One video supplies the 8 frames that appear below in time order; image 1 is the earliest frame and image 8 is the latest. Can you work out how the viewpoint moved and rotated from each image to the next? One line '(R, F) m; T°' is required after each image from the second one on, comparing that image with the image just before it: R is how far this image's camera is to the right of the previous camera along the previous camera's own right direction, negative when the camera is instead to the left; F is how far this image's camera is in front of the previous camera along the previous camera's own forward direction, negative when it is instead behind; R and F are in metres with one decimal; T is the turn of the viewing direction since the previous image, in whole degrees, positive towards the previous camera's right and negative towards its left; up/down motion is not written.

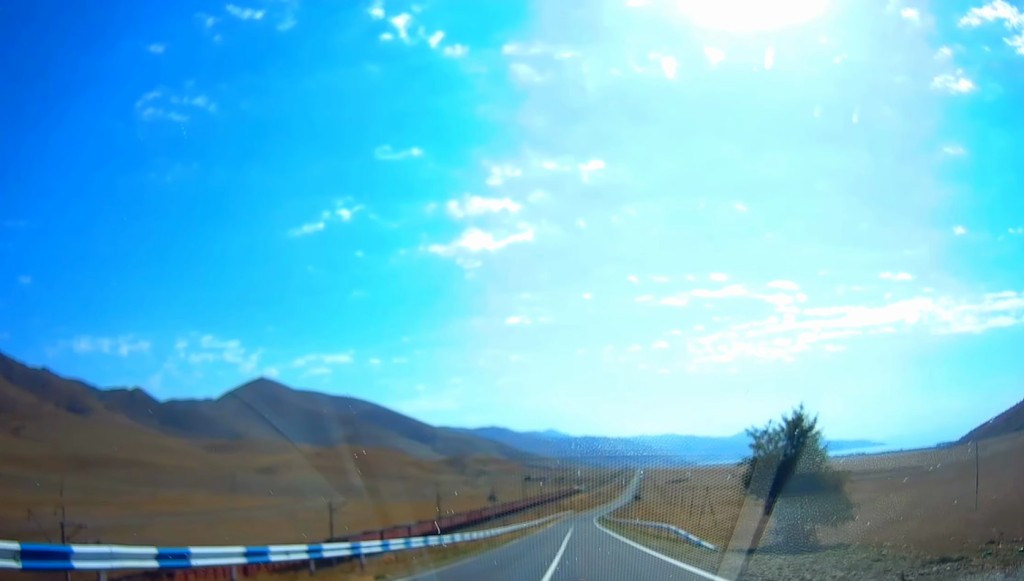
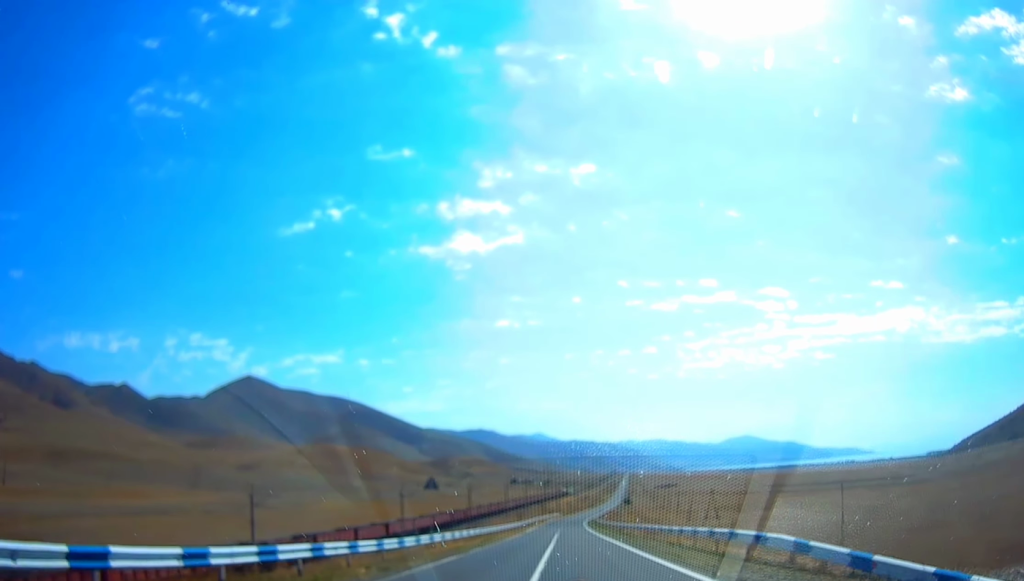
(+0.3, +19.1) m; +1°
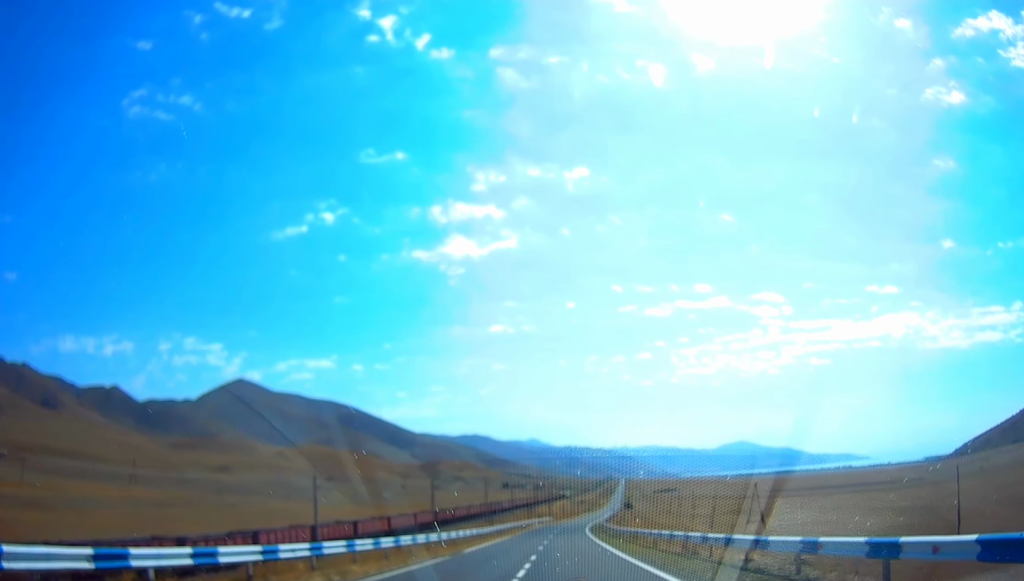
(+0.5, +37.3) m; +2°
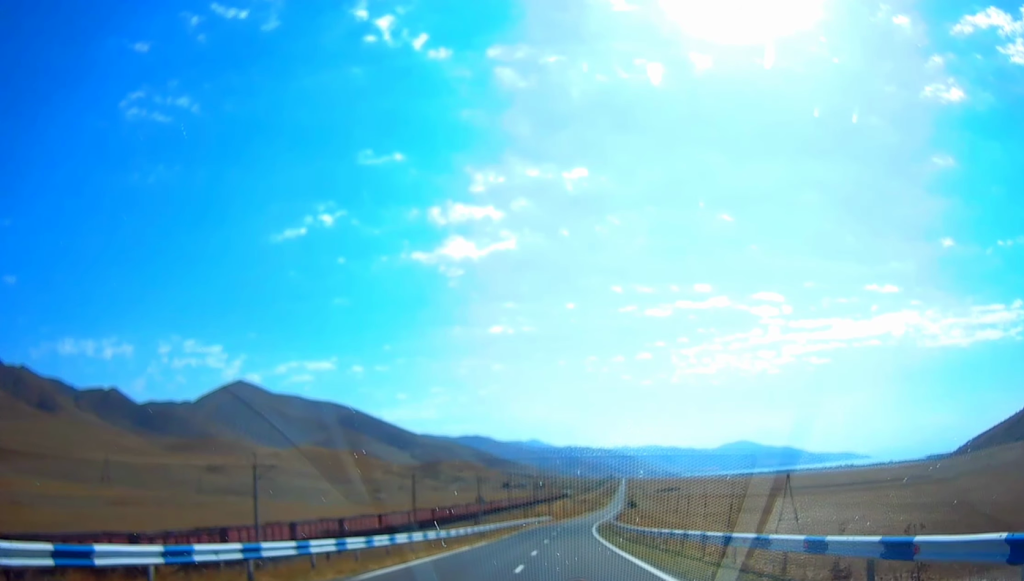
(+0.2, +15.6) m; +1°
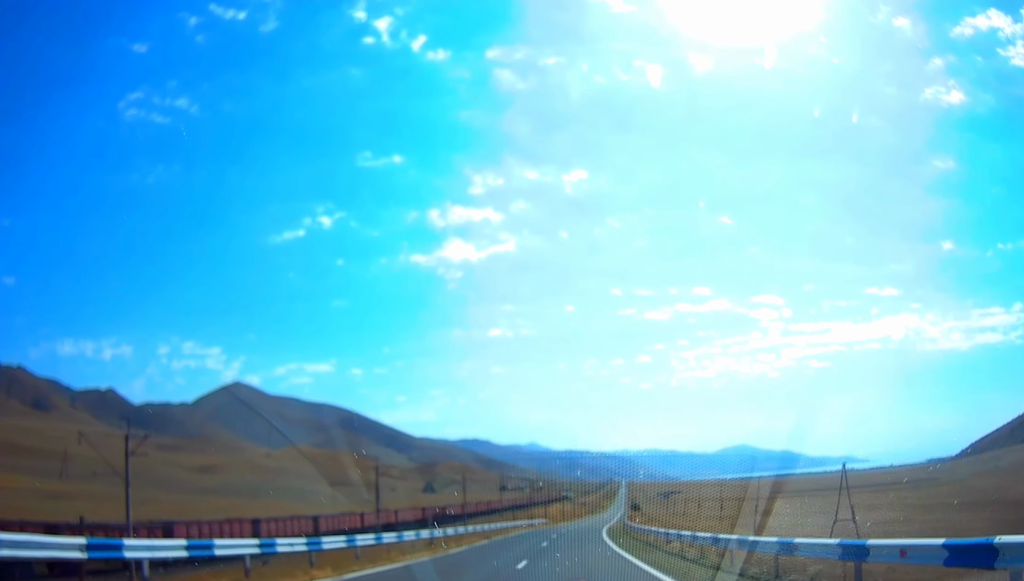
(0.0, +20.4) m; 0°
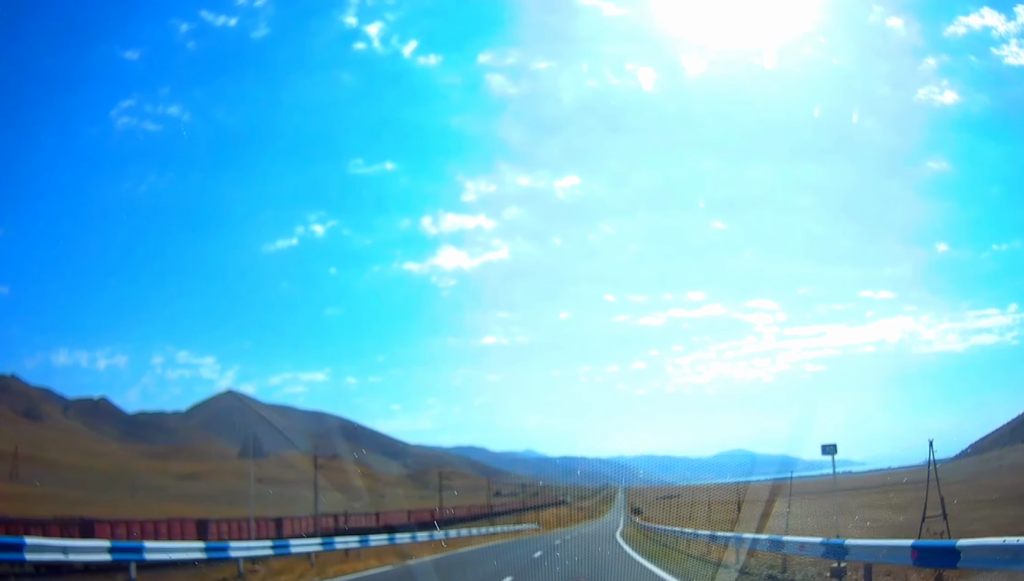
(0.0, +20.2) m; 0°
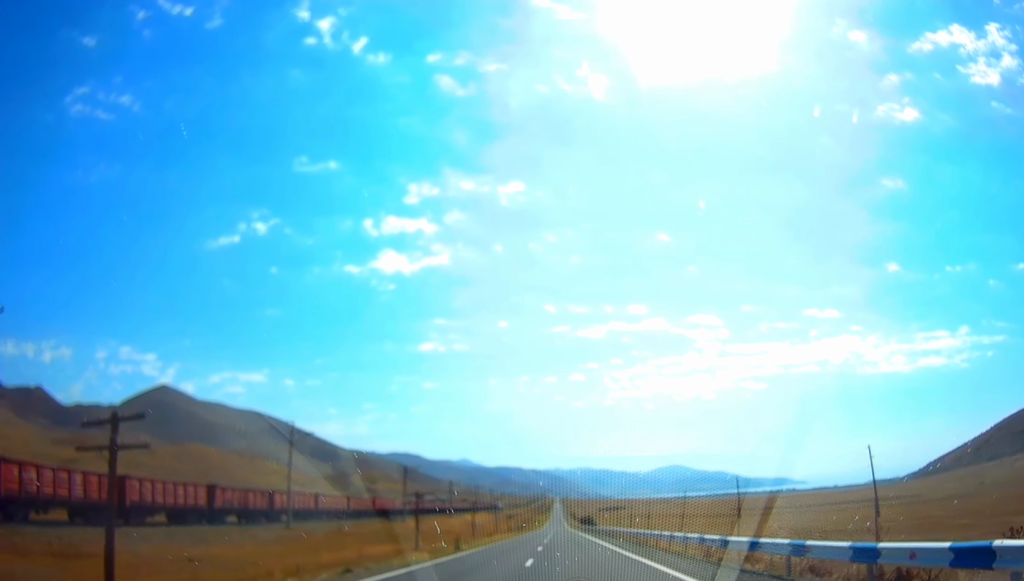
(+0.4, +85.8) m; +2°
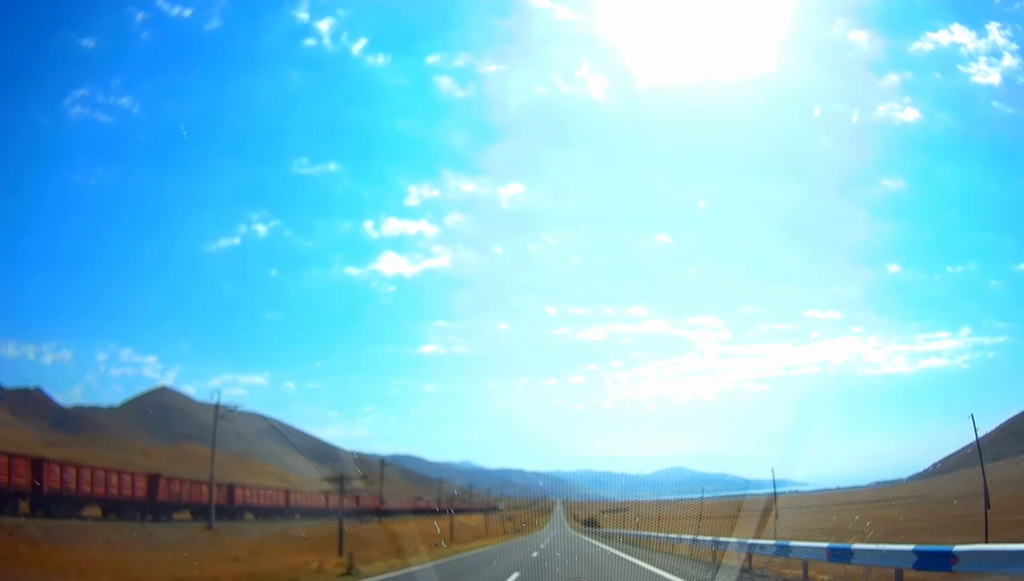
(+0.5, +17.6) m; +1°
